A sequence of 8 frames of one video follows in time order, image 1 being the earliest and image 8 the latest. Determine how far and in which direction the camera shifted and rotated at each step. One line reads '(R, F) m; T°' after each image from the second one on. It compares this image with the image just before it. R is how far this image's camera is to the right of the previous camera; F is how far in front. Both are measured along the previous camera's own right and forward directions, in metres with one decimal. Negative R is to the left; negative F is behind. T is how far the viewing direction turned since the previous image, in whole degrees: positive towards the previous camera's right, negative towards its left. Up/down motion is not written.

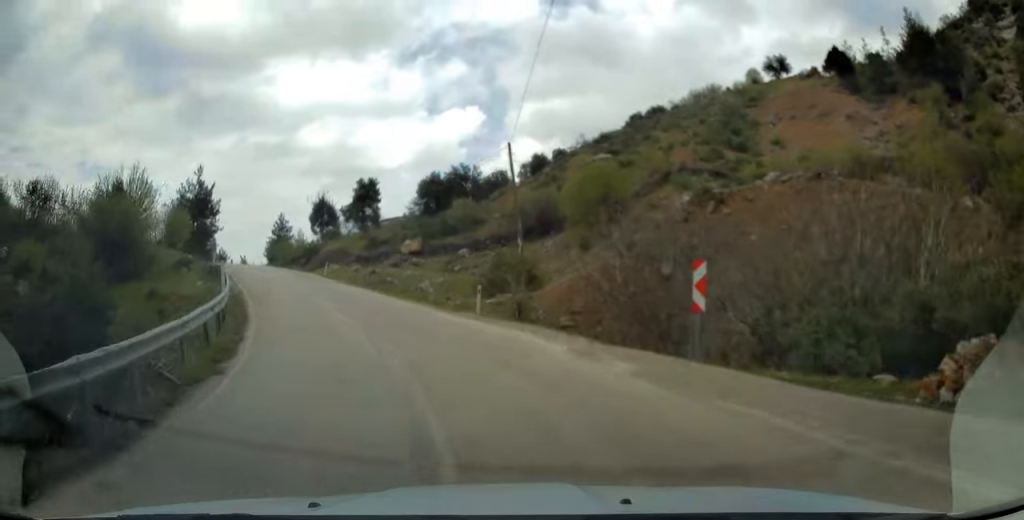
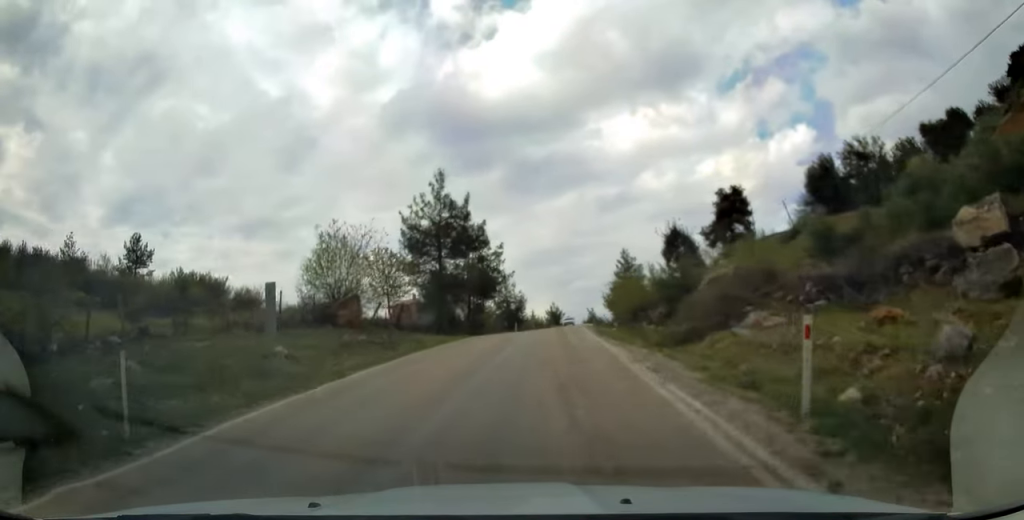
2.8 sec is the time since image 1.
(-13.4, +34.3) m; -31°
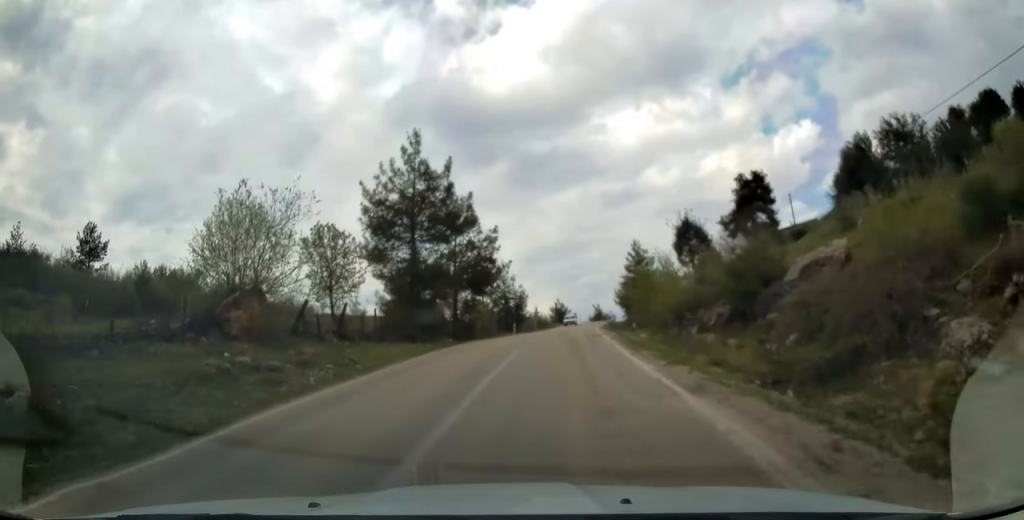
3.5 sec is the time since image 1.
(-0.4, +10.0) m; -2°
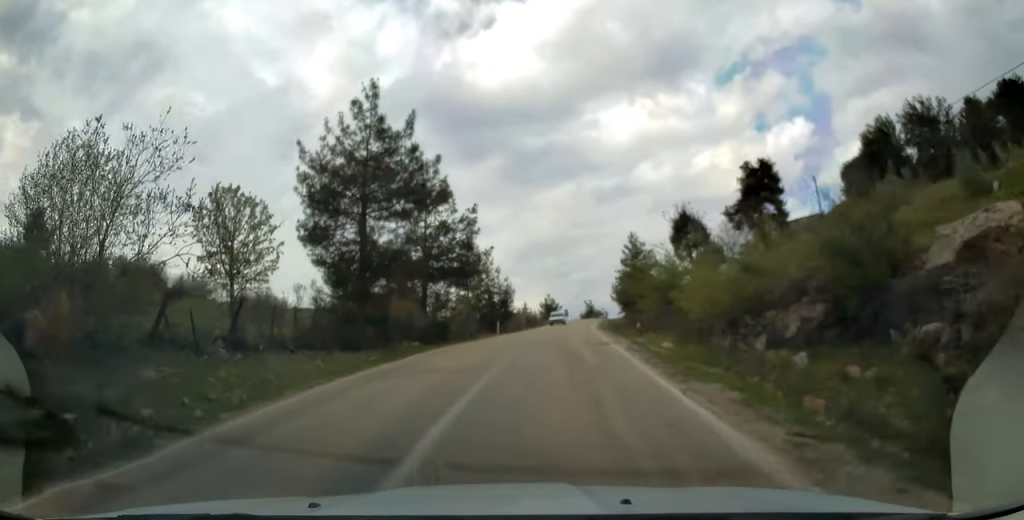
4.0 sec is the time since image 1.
(0.0, +7.6) m; +1°
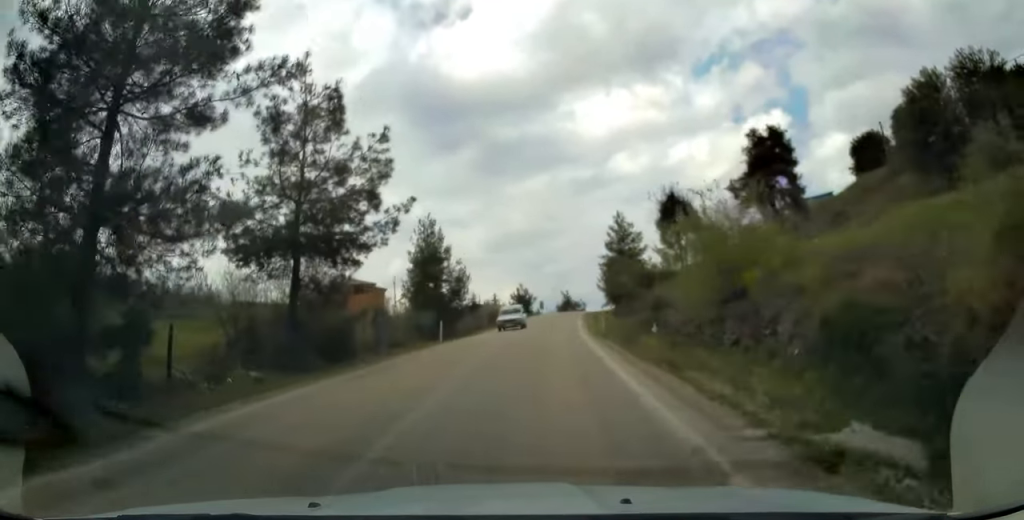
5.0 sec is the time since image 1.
(+0.3, +15.1) m; +2°
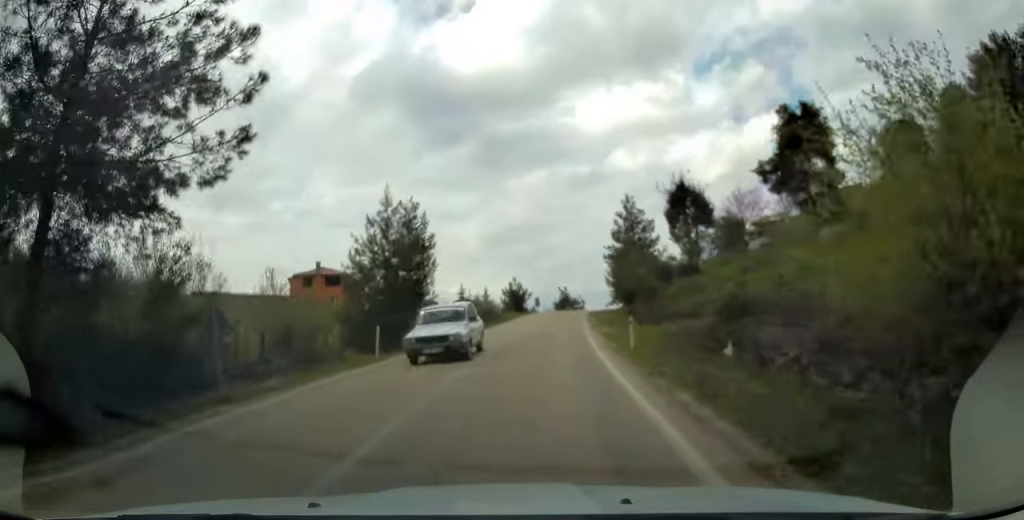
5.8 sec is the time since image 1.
(+0.2, +11.3) m; +2°
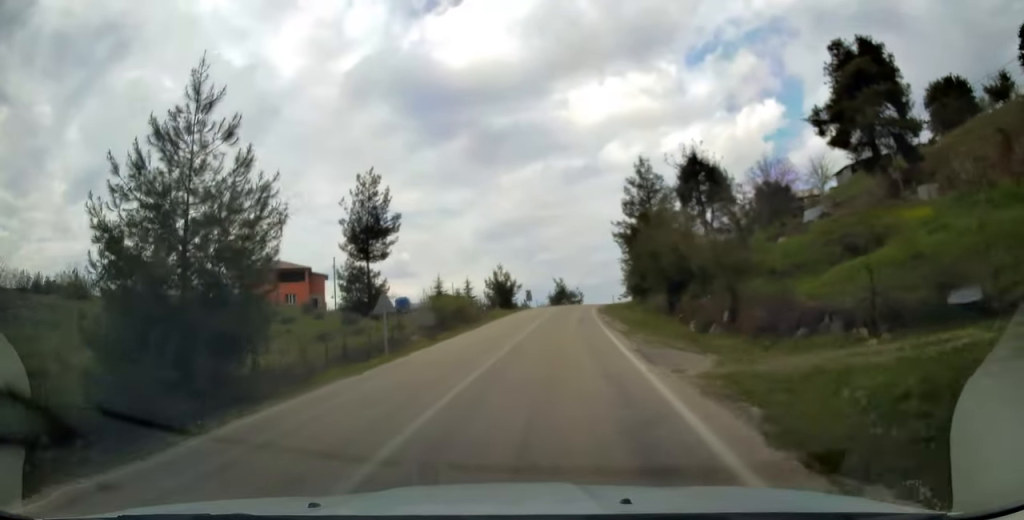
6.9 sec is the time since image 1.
(+0.2, +16.1) m; +1°
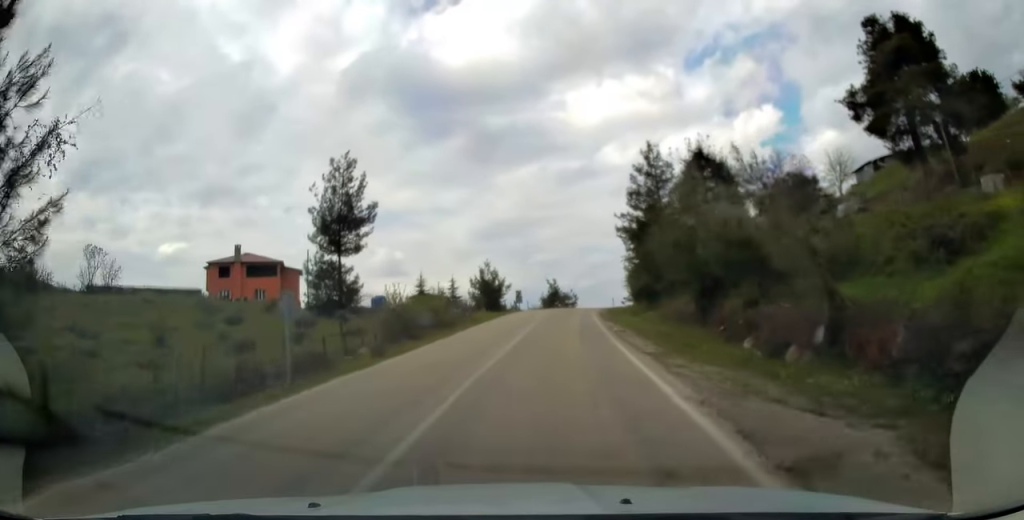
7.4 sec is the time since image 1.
(0.0, +6.9) m; +1°
